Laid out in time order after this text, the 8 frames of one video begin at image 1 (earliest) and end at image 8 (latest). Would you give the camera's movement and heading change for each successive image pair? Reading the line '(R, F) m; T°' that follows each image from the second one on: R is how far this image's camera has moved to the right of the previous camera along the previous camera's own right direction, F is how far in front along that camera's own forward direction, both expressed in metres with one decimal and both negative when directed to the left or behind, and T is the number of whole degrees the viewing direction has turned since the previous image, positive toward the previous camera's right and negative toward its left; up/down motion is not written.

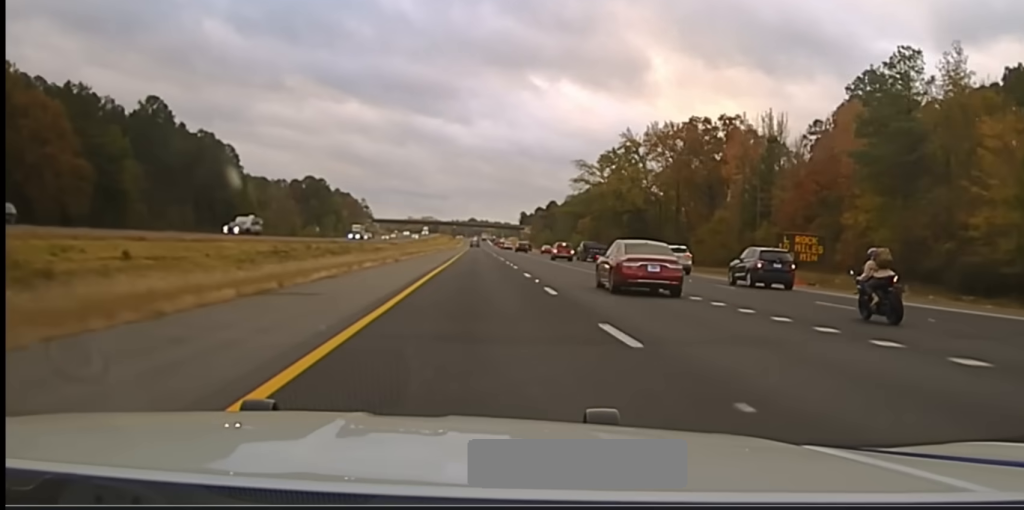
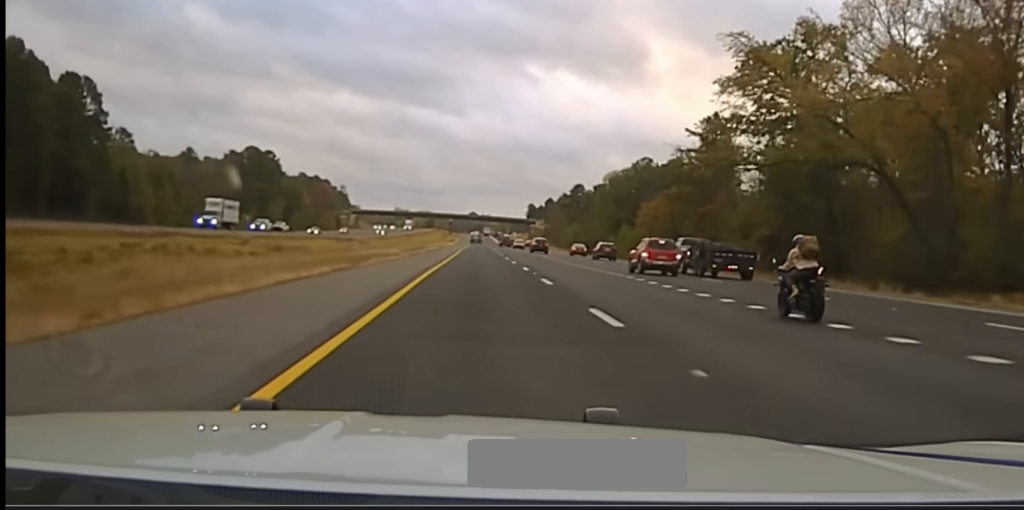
(+0.2, +91.1) m; 0°
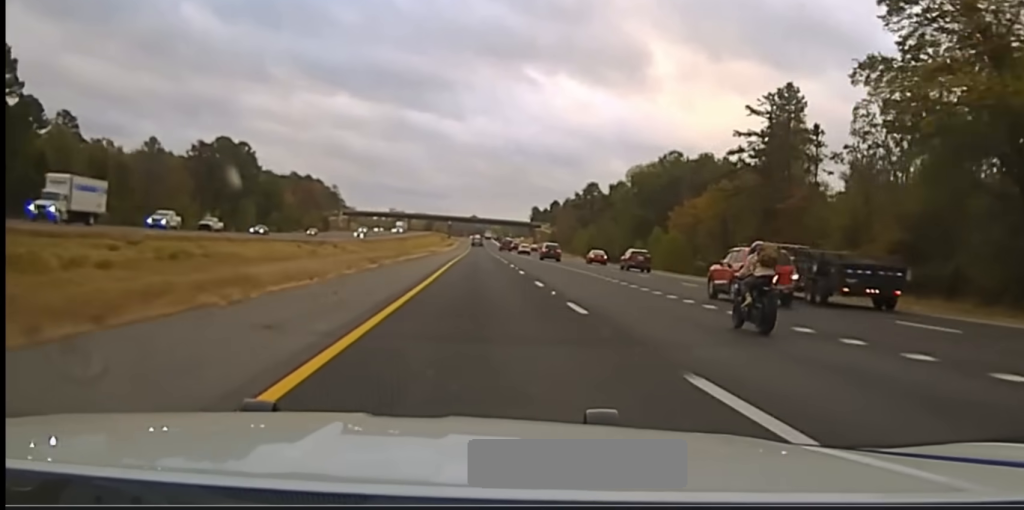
(-0.2, +30.6) m; 0°
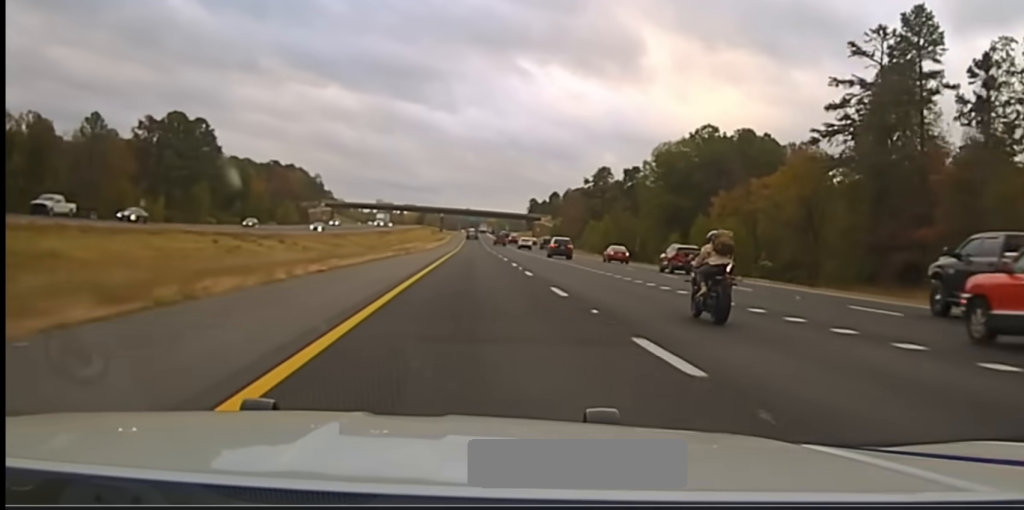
(-0.1, +30.4) m; 0°
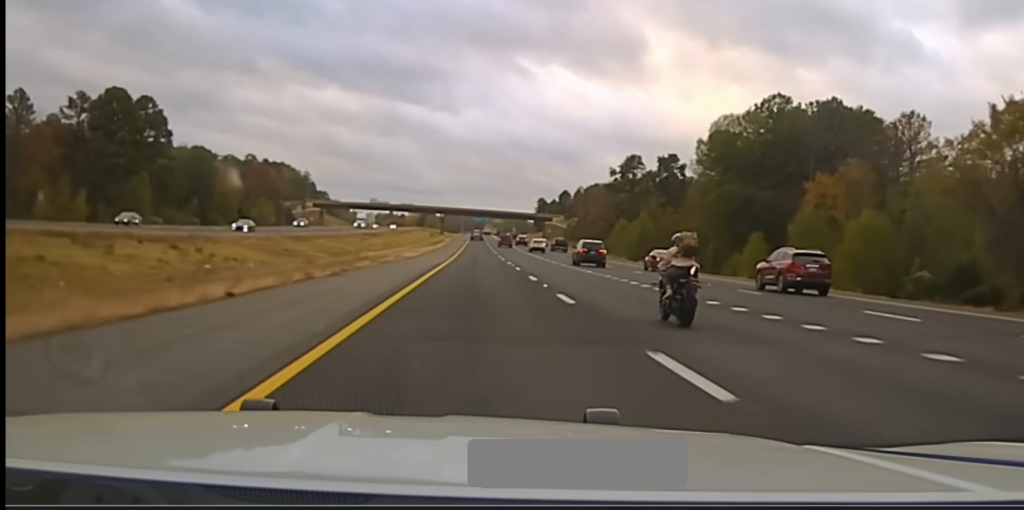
(+0.1, +35.5) m; 0°
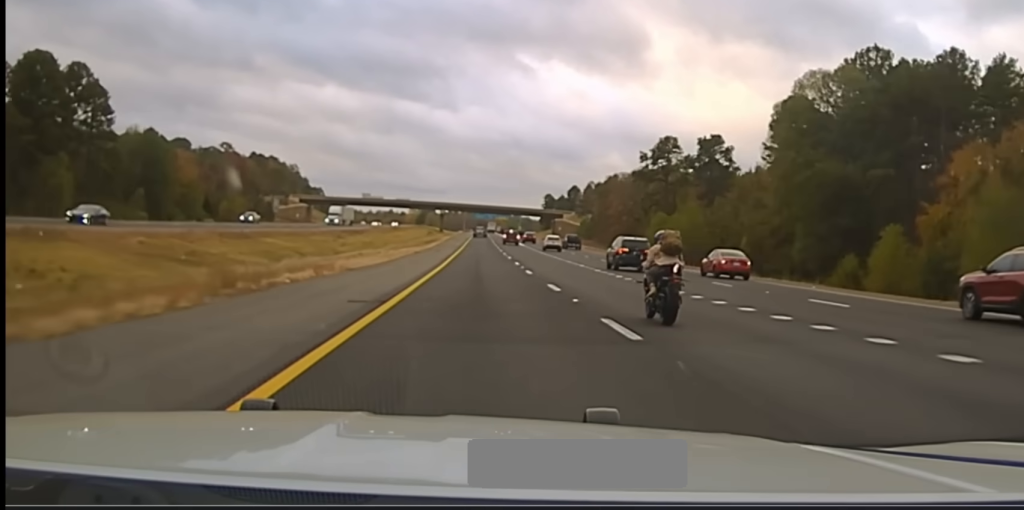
(0.0, +33.3) m; 0°
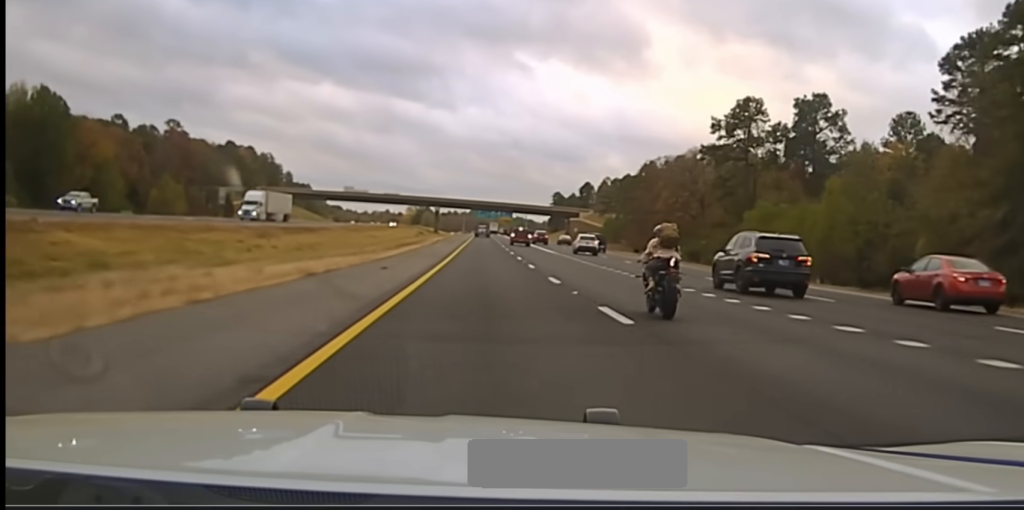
(0.0, +50.0) m; 0°
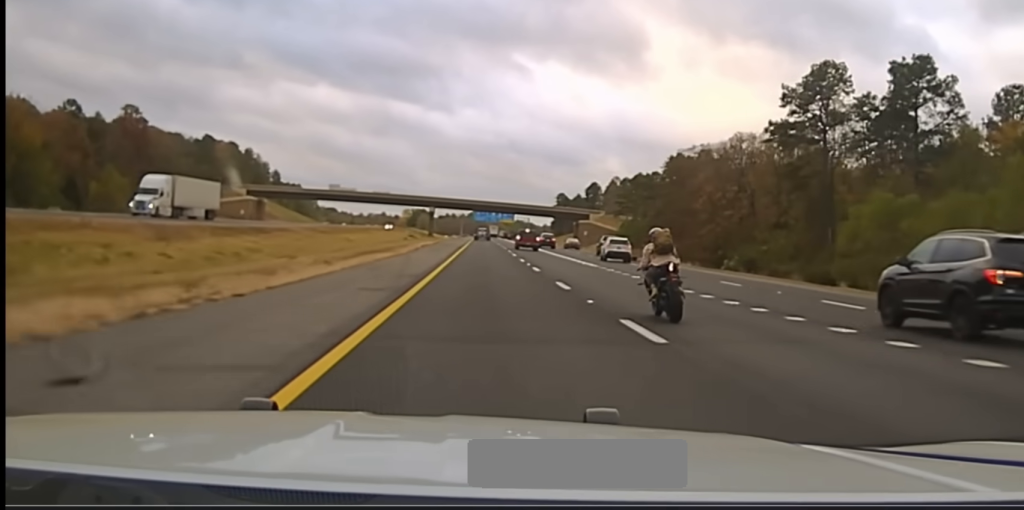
(+0.1, +27.5) m; 0°
